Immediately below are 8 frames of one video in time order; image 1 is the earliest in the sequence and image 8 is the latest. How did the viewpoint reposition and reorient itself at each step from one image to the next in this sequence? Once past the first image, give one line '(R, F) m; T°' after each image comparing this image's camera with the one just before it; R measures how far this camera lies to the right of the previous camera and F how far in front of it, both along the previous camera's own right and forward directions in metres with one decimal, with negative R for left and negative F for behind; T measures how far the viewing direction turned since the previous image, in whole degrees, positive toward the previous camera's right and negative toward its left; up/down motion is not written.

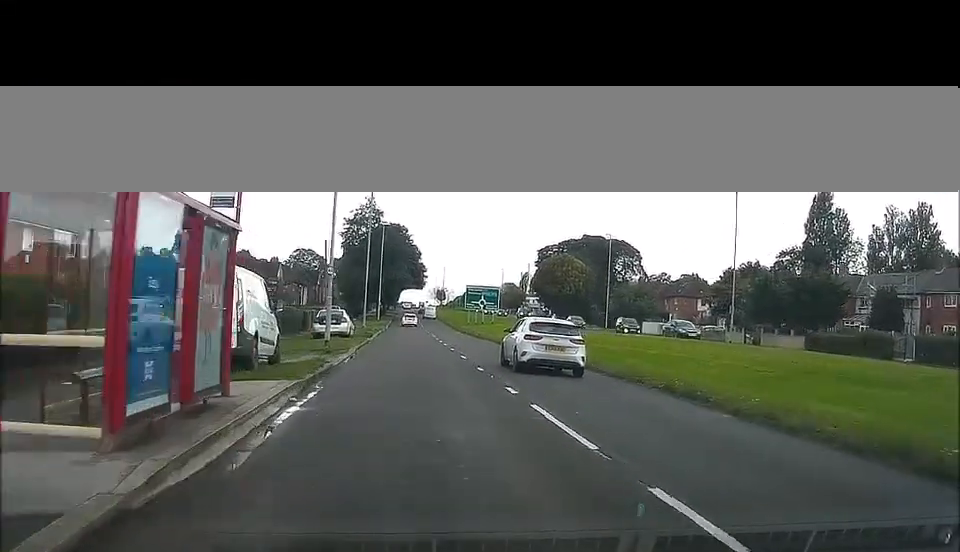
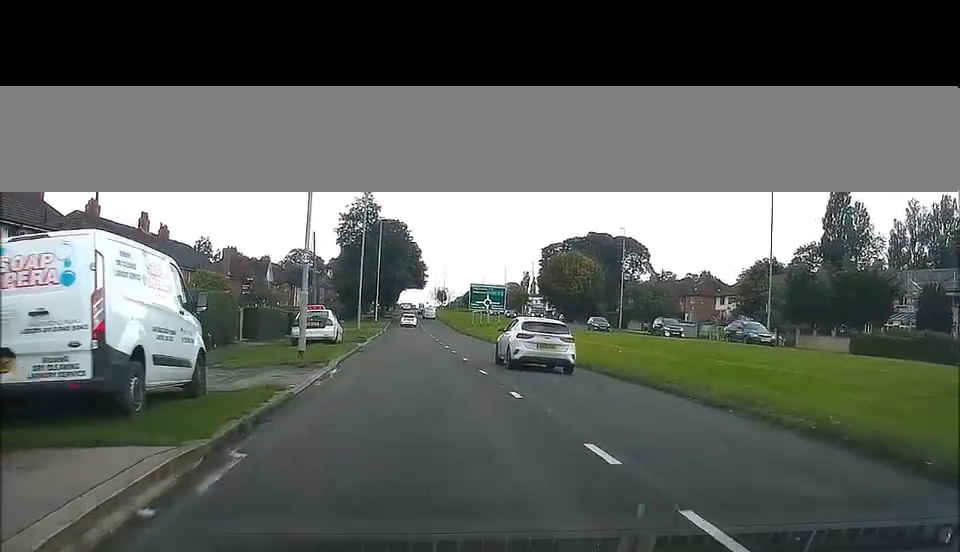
(0.0, +7.0) m; -1°
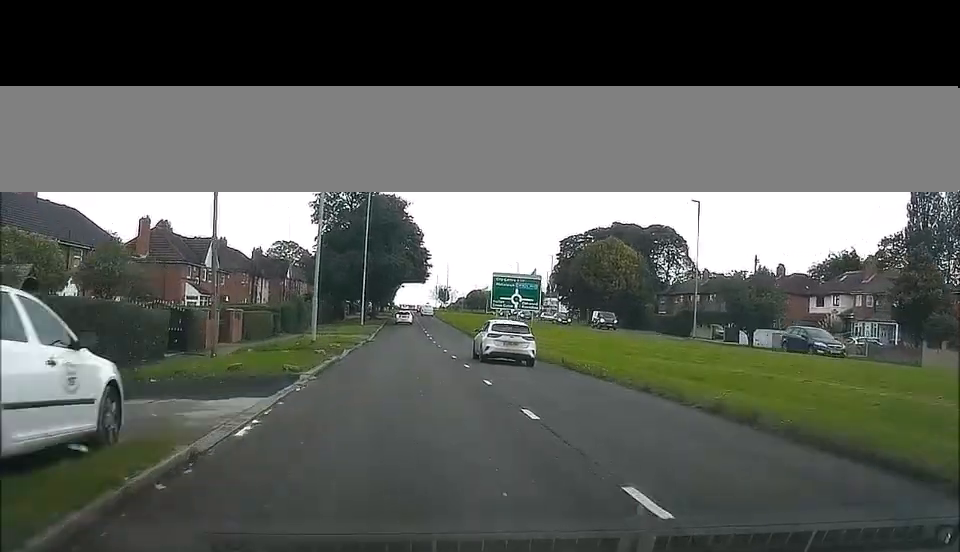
(-0.7, +26.3) m; -2°
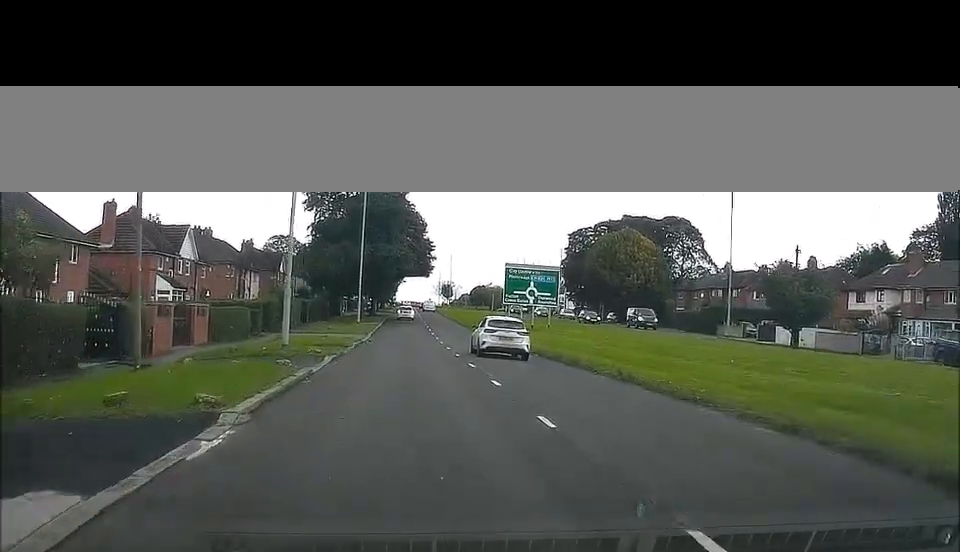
(+0.1, +7.3) m; +1°
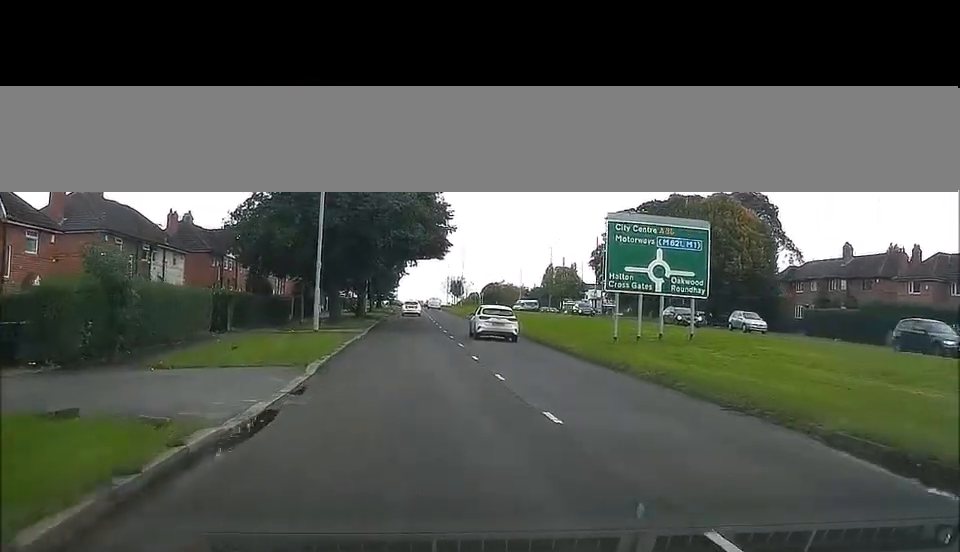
(+0.6, +30.0) m; +2°
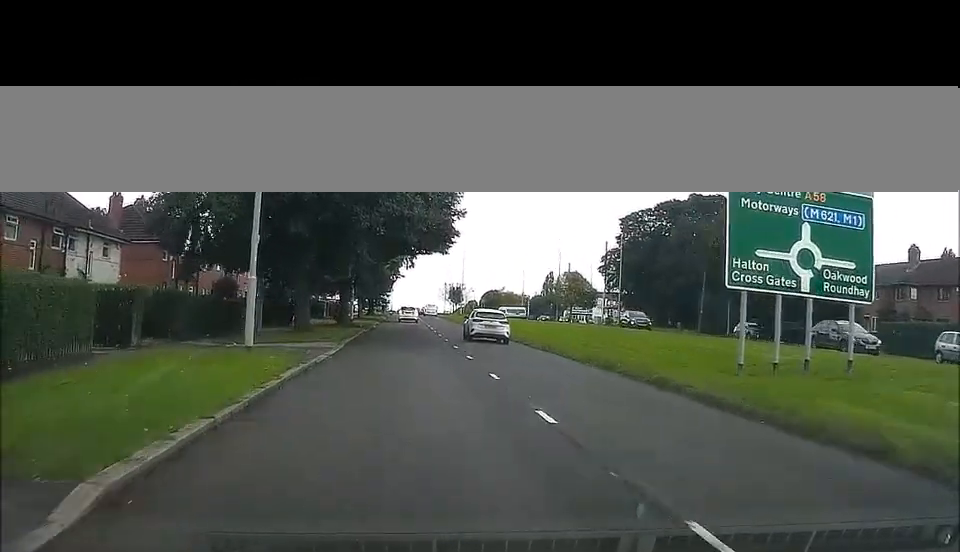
(+0.2, +12.2) m; 0°
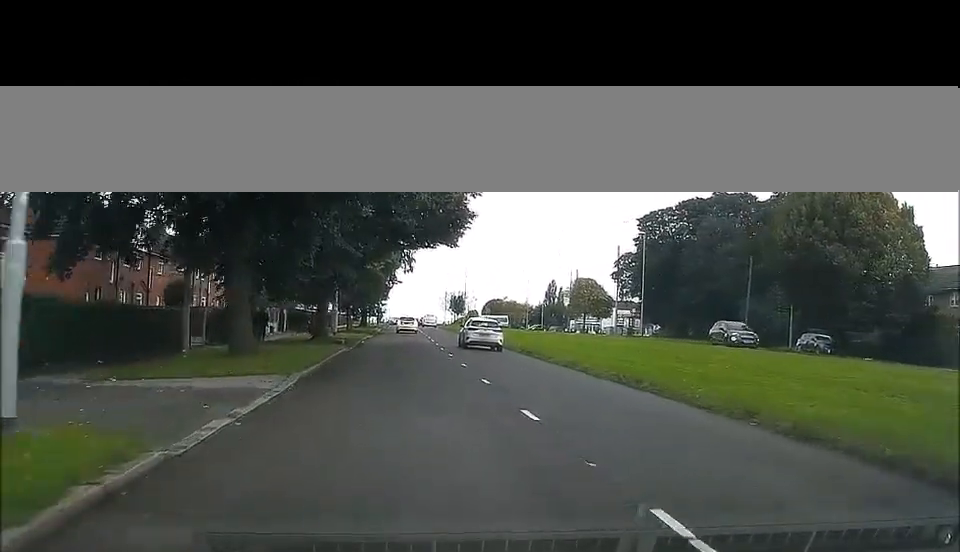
(-0.2, +11.6) m; -2°
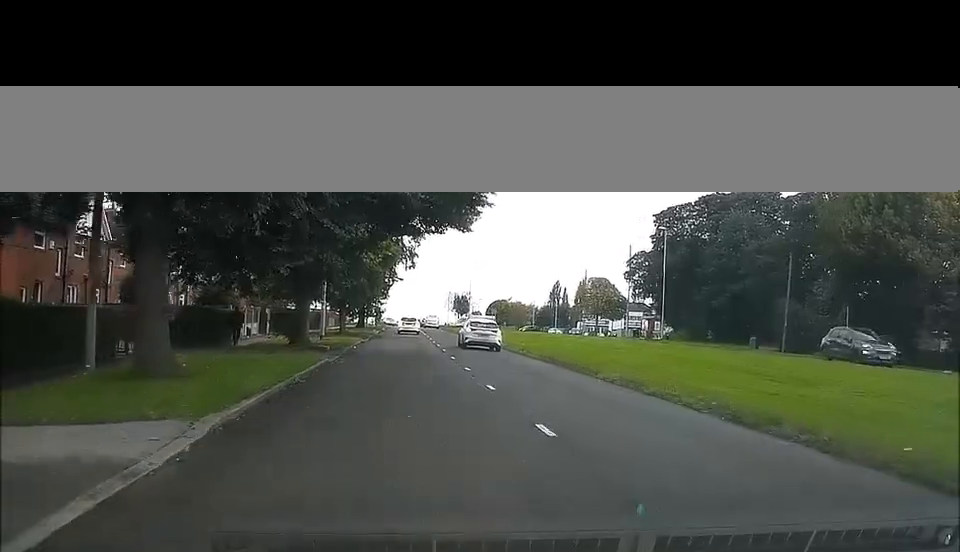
(-0.1, +7.4) m; 0°
